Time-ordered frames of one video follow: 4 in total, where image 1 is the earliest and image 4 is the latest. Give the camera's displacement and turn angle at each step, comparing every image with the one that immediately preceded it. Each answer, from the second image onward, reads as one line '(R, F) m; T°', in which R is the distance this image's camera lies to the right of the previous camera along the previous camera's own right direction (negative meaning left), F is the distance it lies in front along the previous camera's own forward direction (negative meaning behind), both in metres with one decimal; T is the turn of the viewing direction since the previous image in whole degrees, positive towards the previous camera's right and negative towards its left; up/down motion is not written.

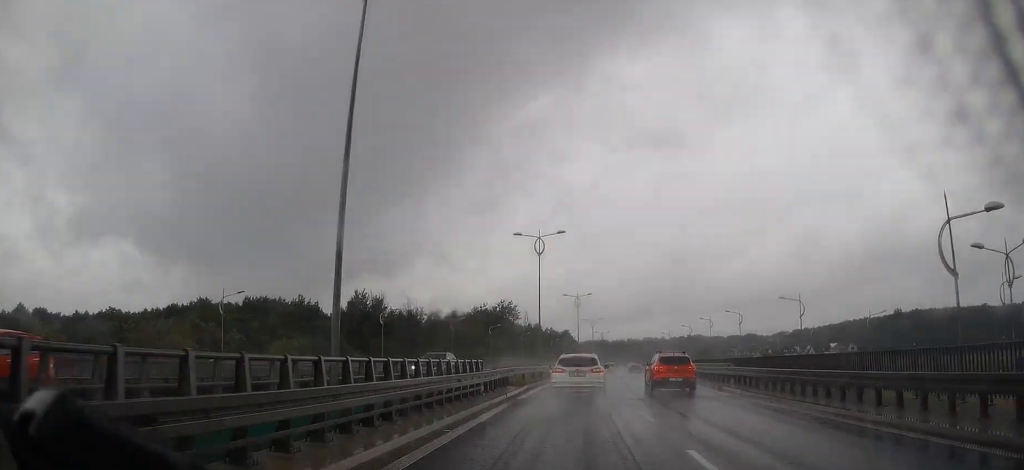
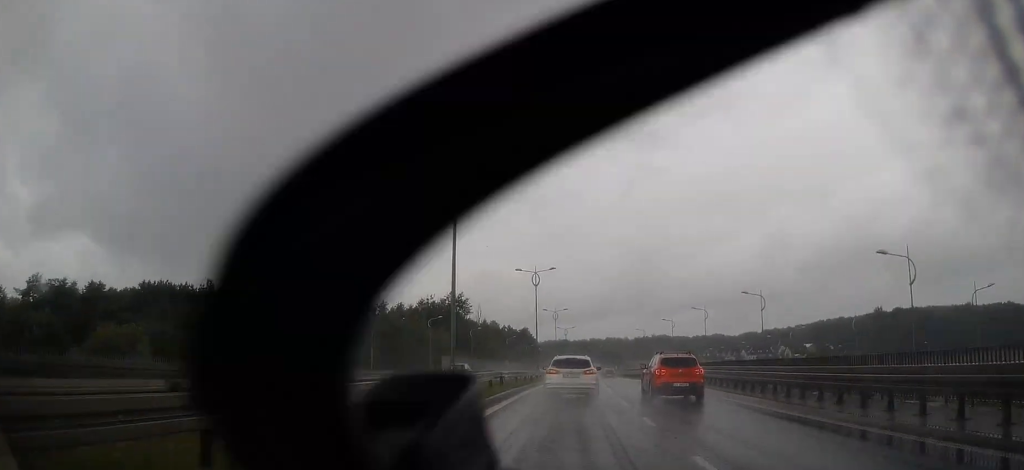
(+0.7, +25.1) m; +3°
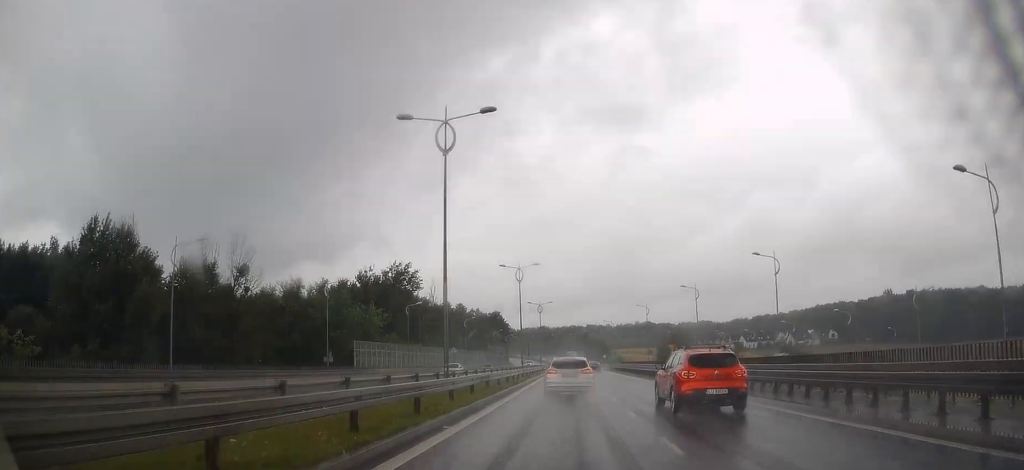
(+0.8, +40.3) m; +1°
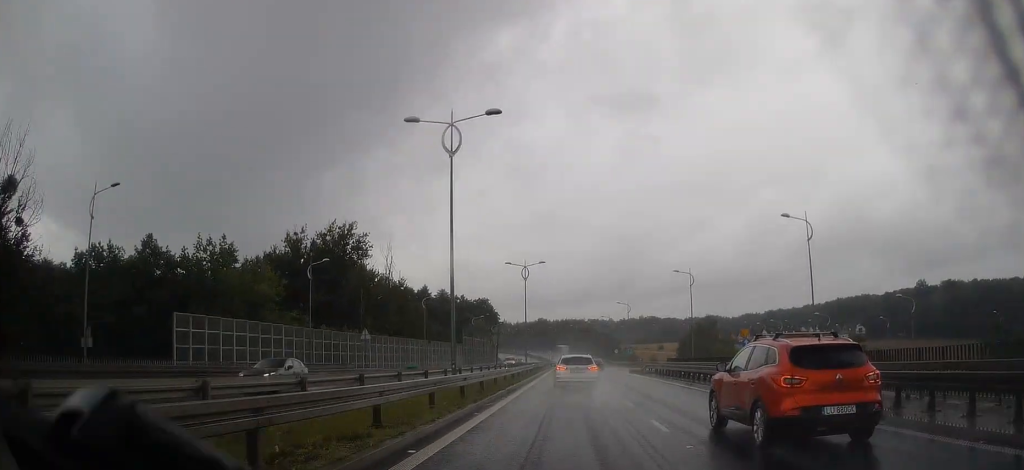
(-0.6, +40.2) m; -1°
